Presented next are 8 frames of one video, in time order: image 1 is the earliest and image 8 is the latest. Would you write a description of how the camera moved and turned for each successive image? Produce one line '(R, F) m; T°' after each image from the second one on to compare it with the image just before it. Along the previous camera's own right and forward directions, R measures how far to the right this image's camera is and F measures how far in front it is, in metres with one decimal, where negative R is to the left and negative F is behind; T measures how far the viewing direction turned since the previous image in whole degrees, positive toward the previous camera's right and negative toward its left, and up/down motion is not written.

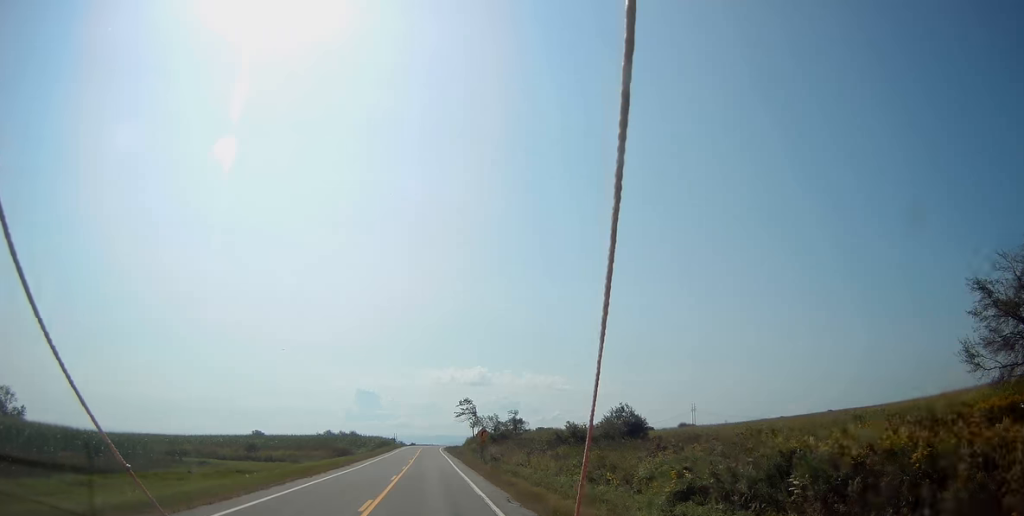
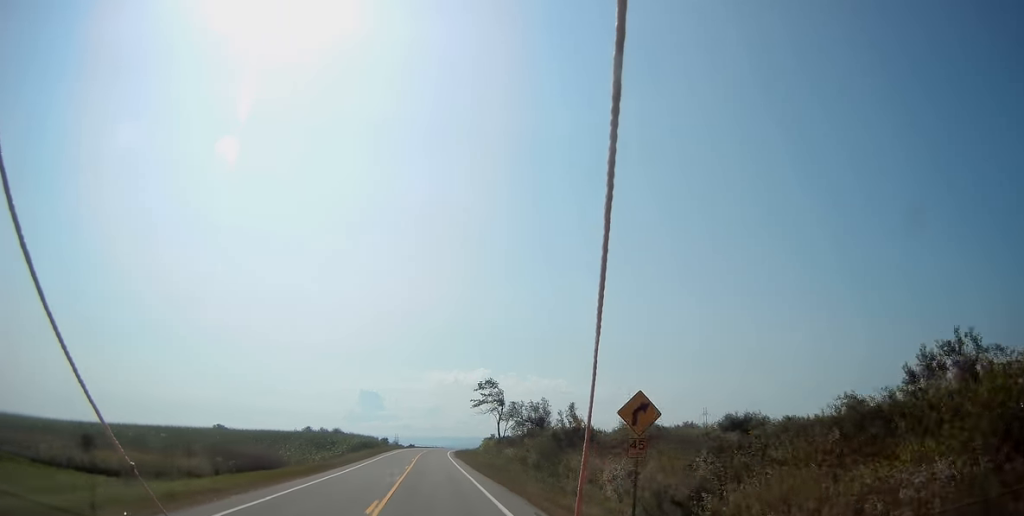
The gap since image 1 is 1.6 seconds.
(+0.1, +37.1) m; 0°
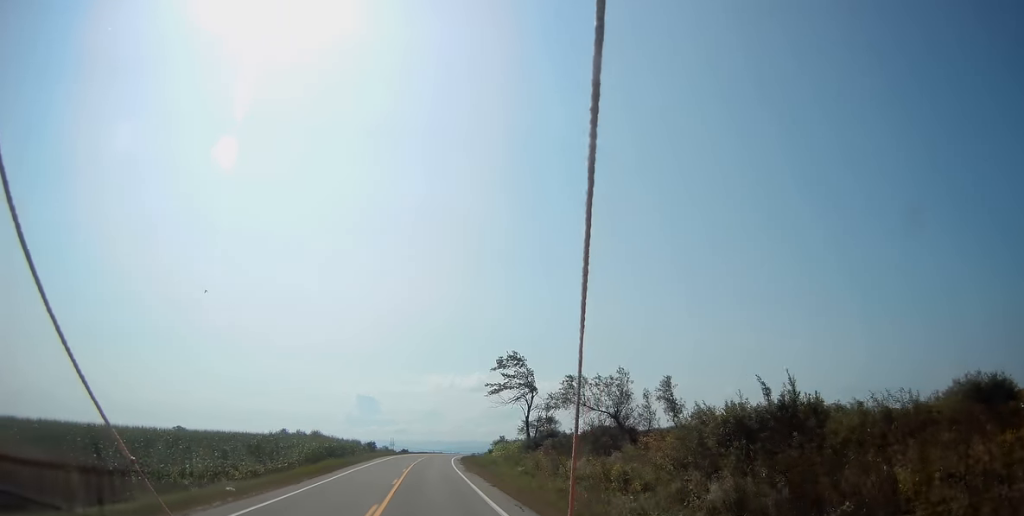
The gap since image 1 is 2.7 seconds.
(-0.2, +23.8) m; 0°
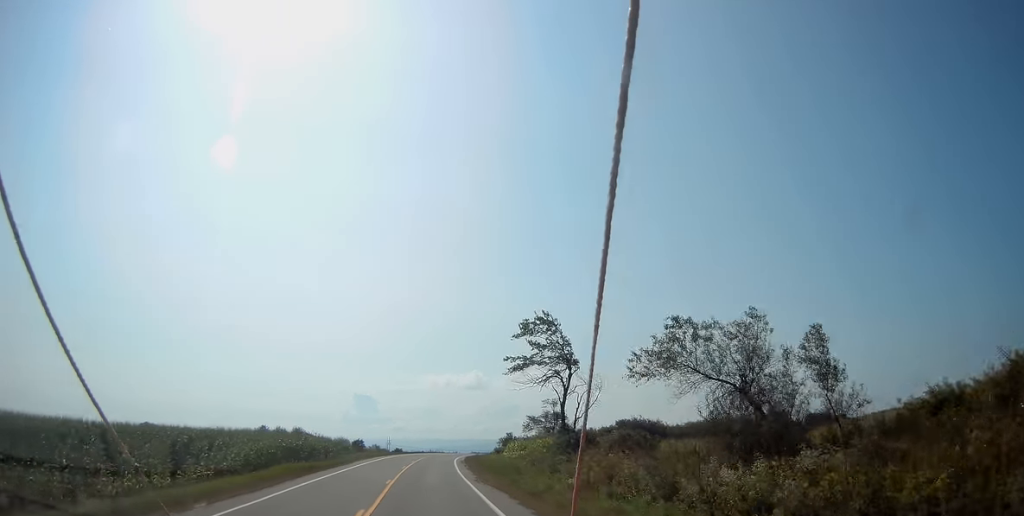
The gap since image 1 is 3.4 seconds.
(+0.1, +14.7) m; +1°
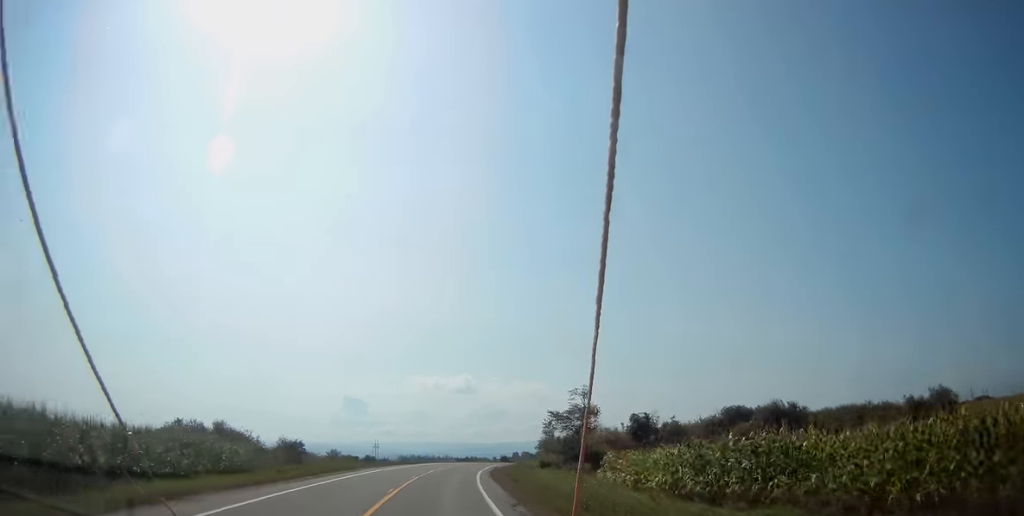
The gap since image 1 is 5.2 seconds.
(+0.4, +38.7) m; +2°
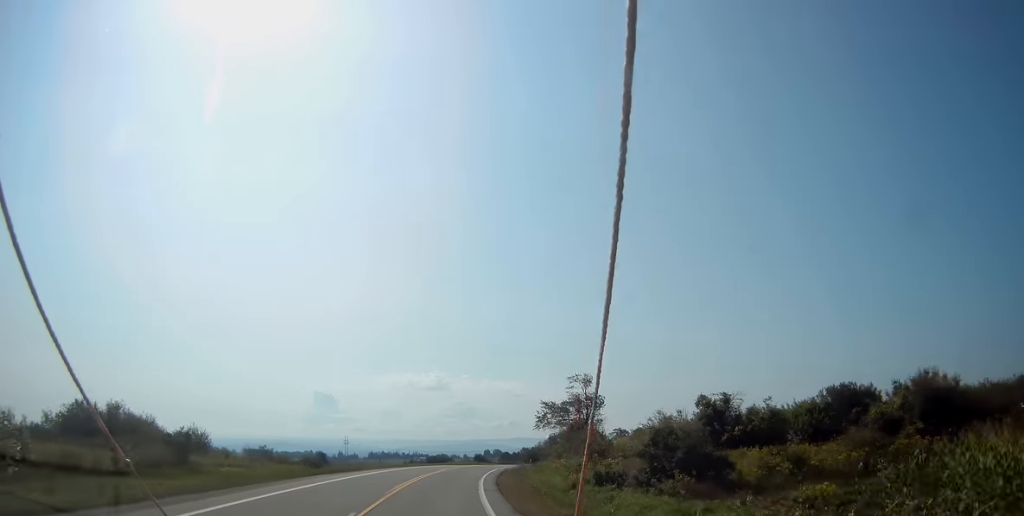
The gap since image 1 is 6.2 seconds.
(+0.3, +21.2) m; +2°
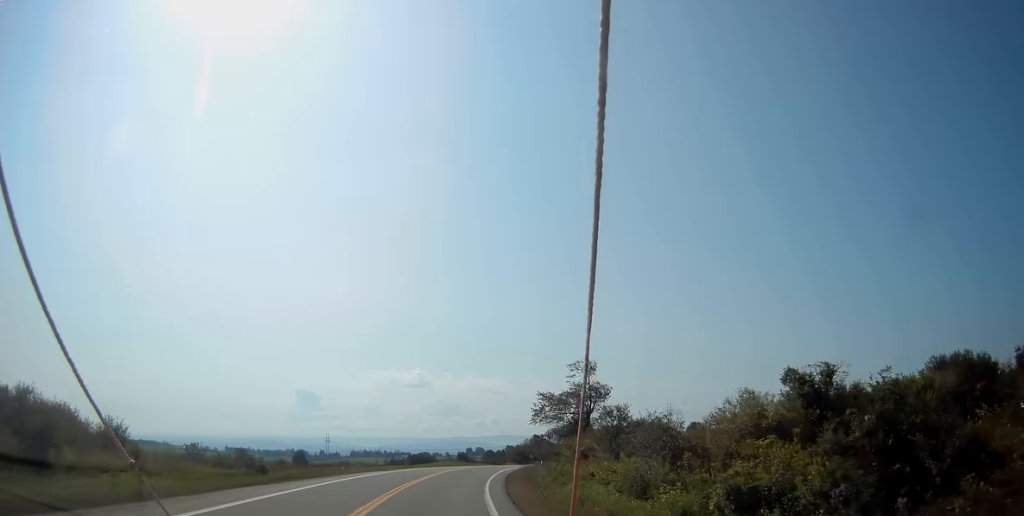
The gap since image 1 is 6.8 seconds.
(+0.2, +12.7) m; +2°
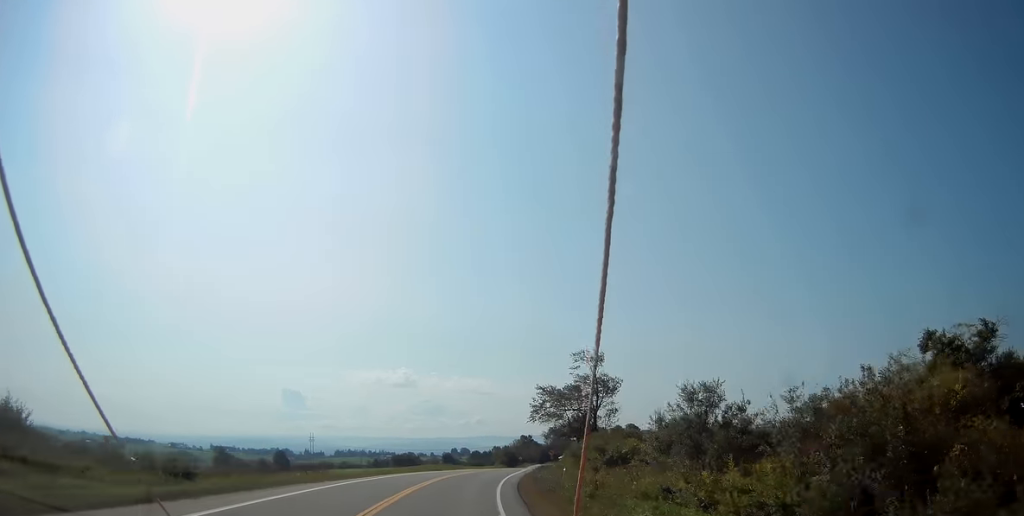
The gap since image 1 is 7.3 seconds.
(0.0, +10.5) m; +2°
